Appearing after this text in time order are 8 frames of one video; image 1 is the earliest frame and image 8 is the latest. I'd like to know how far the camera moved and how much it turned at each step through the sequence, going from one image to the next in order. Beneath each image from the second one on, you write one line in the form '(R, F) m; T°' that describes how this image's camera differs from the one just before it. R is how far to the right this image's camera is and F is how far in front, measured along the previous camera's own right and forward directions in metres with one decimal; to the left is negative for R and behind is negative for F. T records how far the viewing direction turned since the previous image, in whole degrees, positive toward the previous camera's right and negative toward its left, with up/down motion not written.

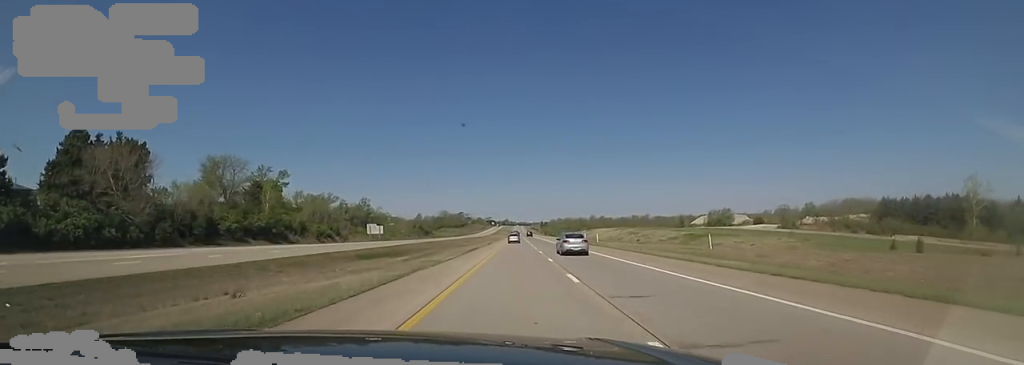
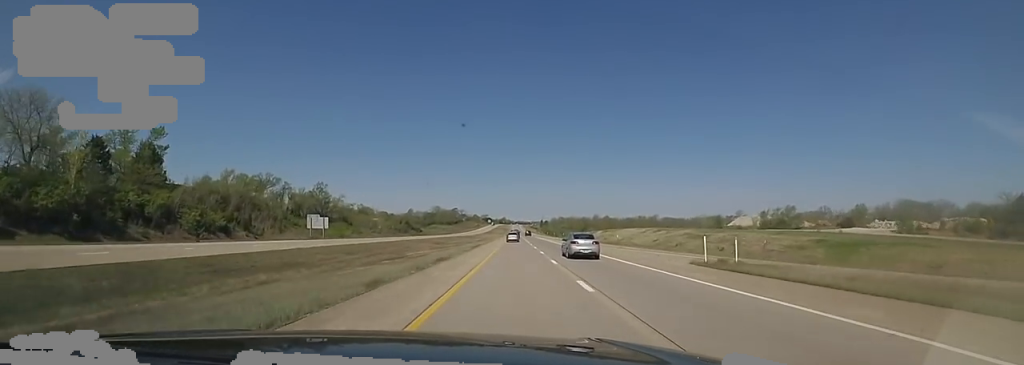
(+1.1, +42.8) m; 0°
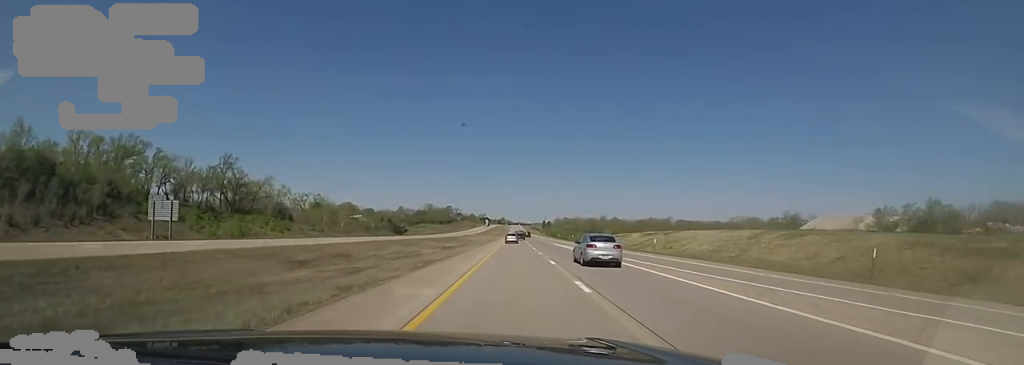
(-0.3, +49.4) m; +1°
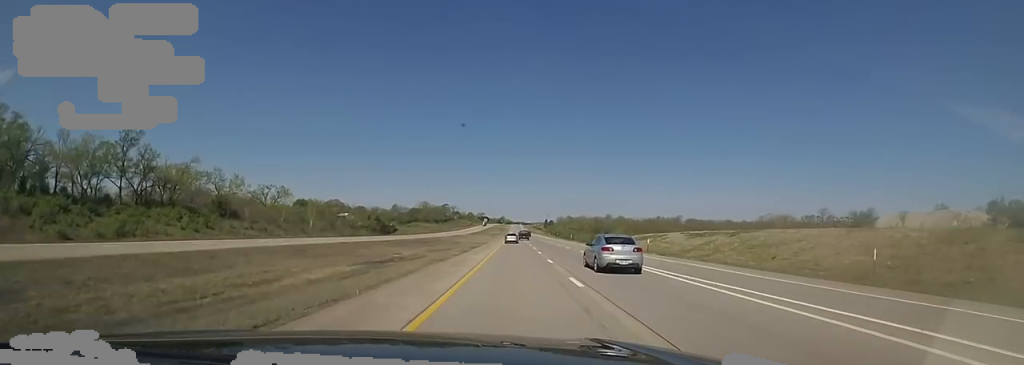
(+0.5, +28.6) m; 0°
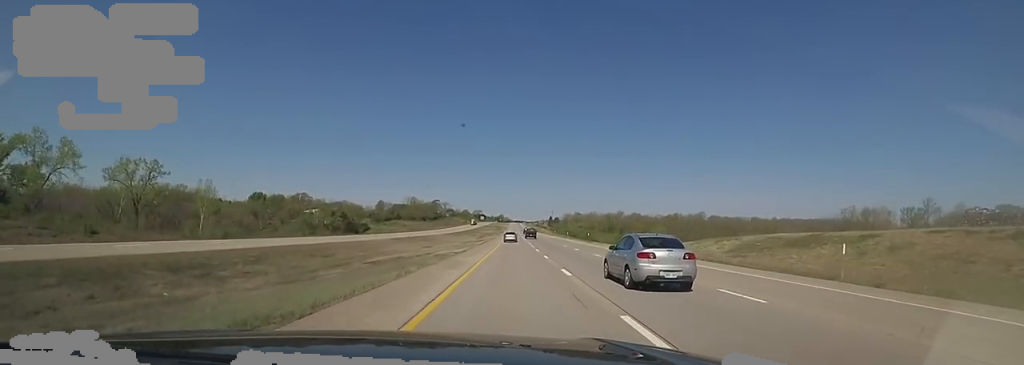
(-1.8, +56.8) m; -1°
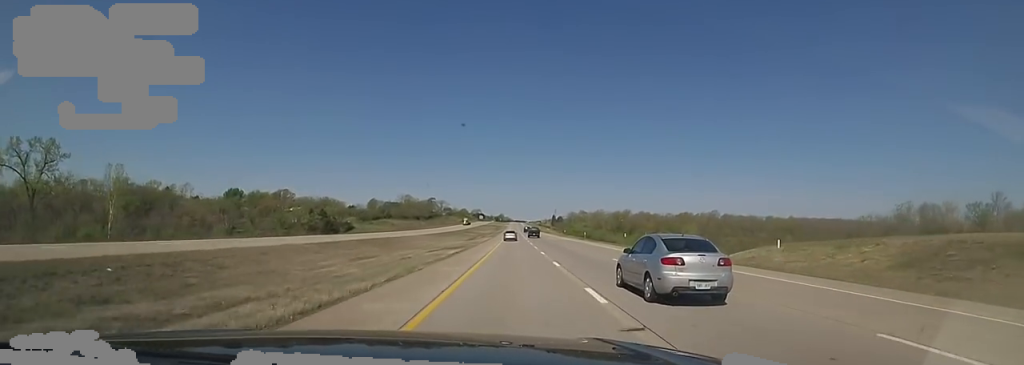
(+0.8, +25.8) m; 0°
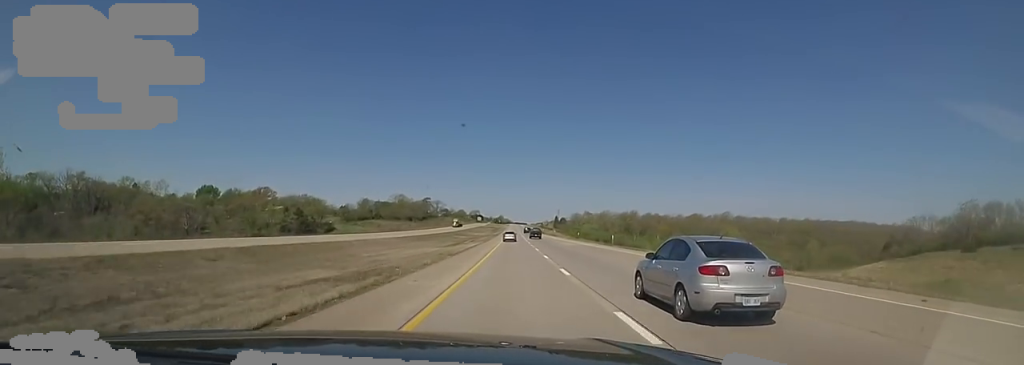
(+0.2, +23.3) m; 0°
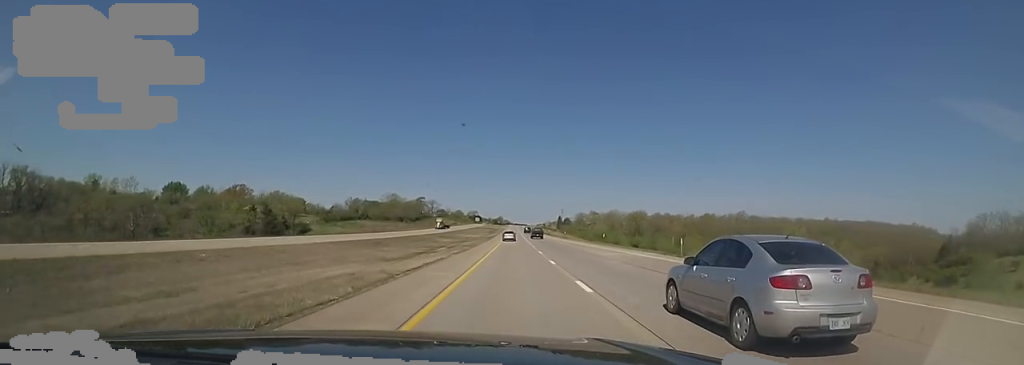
(-1.0, +24.6) m; 0°
